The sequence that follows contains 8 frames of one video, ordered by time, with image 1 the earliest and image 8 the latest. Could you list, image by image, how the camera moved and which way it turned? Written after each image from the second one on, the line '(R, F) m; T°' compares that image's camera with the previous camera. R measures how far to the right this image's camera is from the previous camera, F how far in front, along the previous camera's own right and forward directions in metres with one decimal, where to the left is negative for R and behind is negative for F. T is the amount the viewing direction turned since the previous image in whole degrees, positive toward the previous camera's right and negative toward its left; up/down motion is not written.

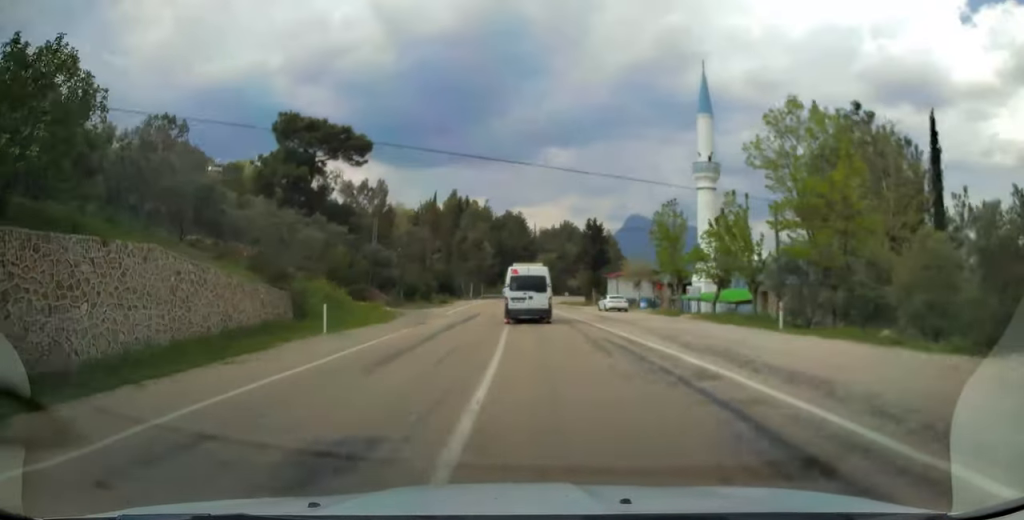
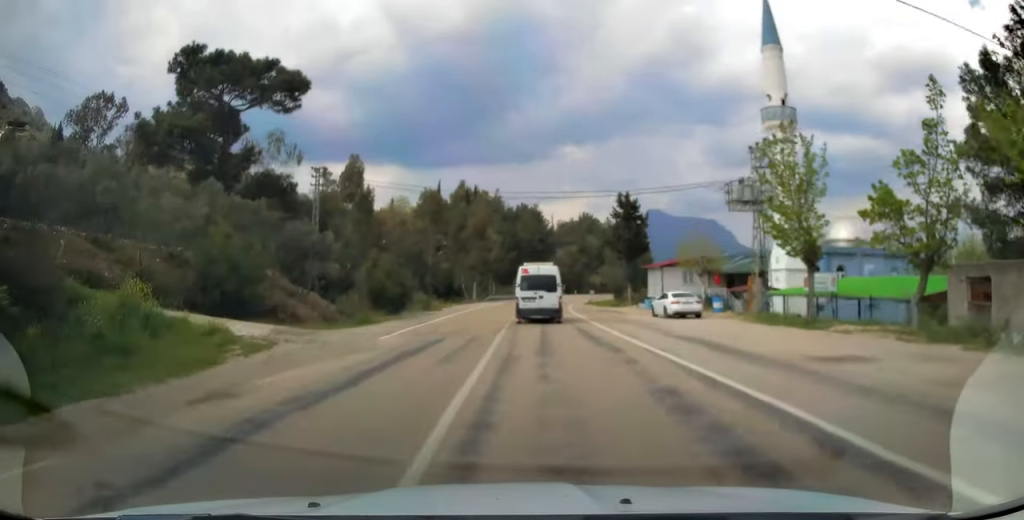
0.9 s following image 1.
(-0.2, +17.8) m; -1°
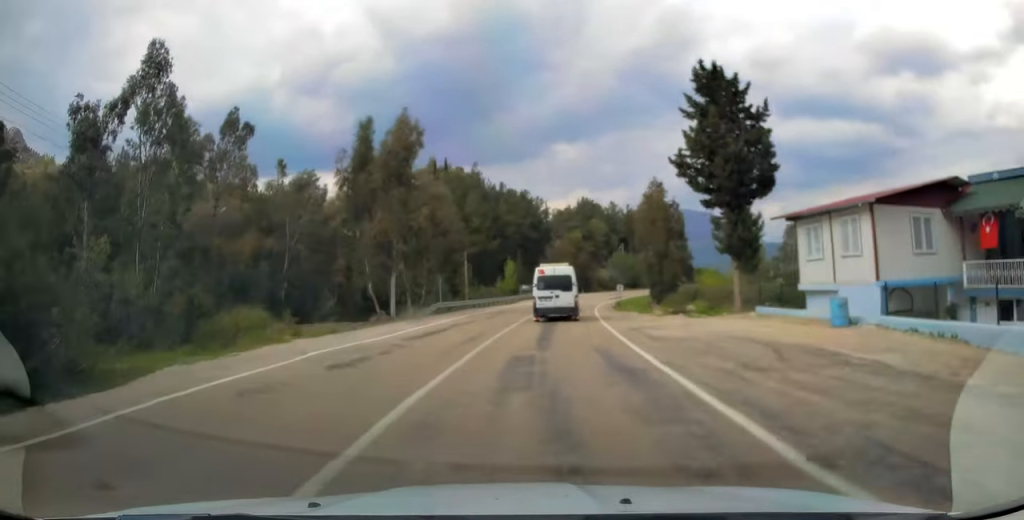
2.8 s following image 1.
(-0.3, +36.4) m; +1°
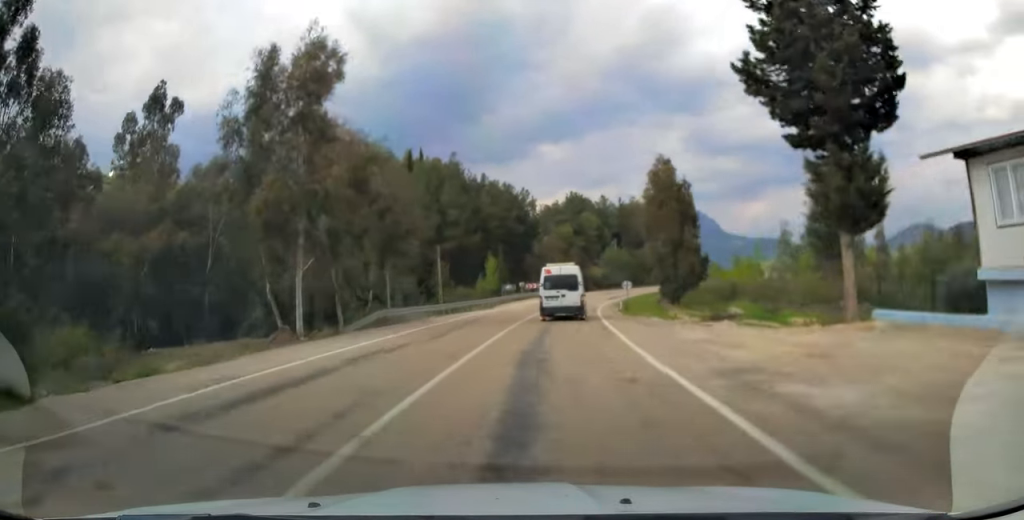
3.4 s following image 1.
(+0.2, +11.6) m; +1°
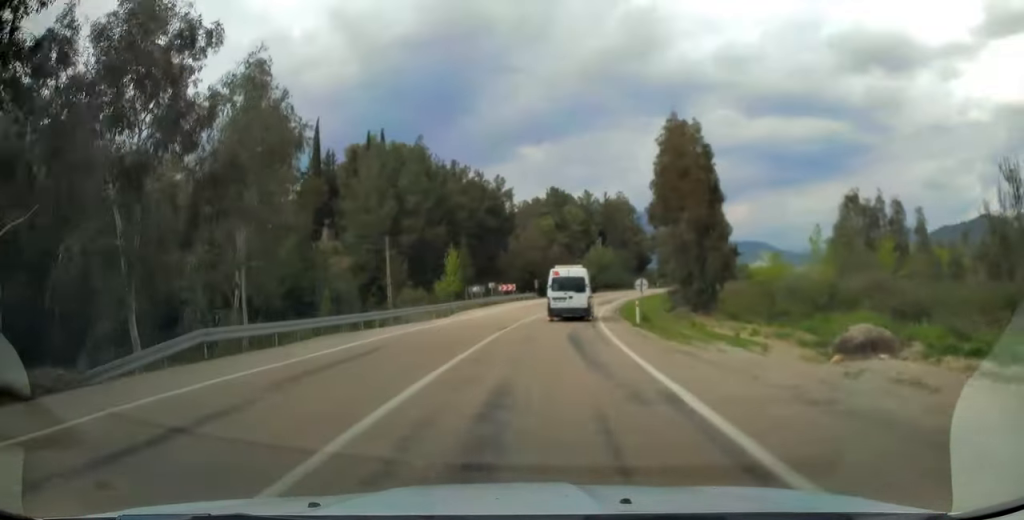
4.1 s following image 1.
(+0.2, +14.2) m; +2°
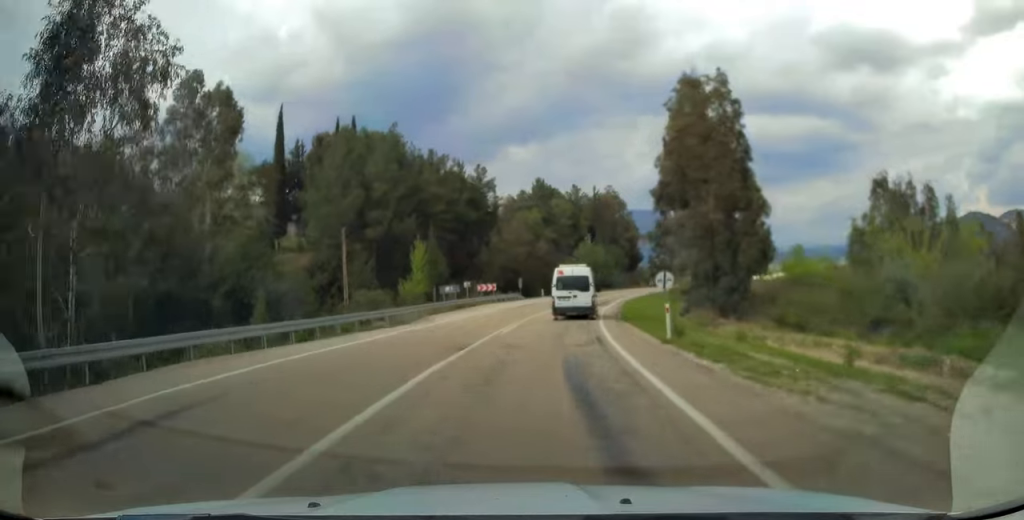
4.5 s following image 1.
(0.0, +8.4) m; +1°
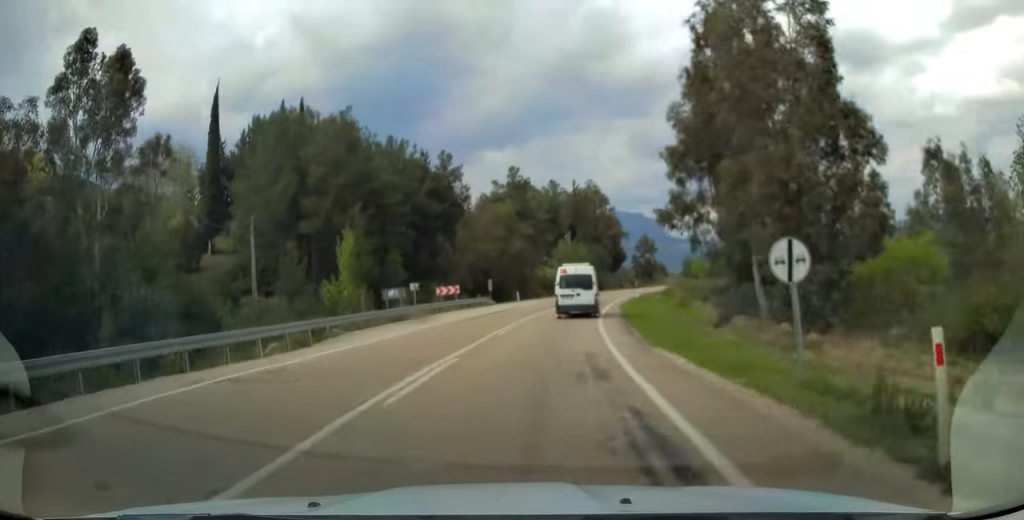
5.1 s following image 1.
(+0.3, +11.8) m; +2°
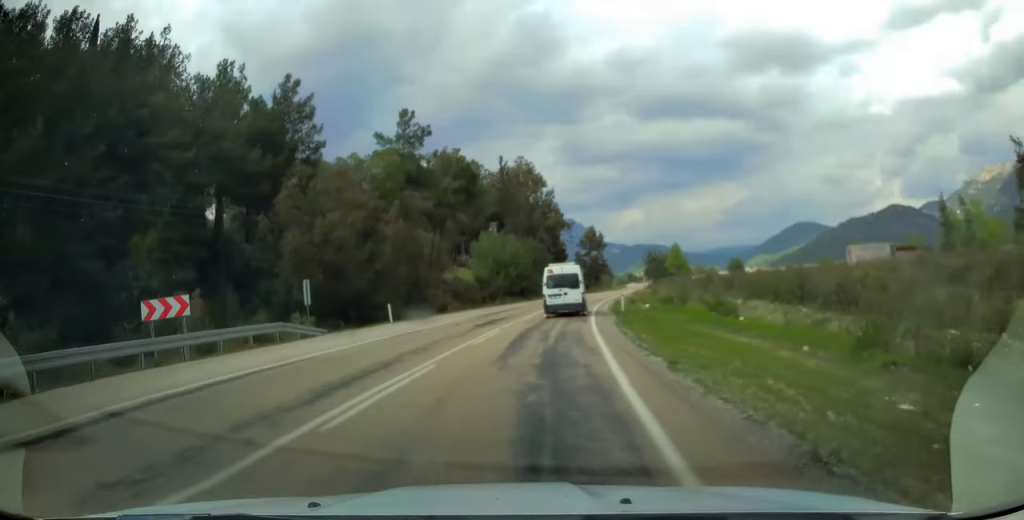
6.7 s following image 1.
(+1.3, +30.8) m; +5°
